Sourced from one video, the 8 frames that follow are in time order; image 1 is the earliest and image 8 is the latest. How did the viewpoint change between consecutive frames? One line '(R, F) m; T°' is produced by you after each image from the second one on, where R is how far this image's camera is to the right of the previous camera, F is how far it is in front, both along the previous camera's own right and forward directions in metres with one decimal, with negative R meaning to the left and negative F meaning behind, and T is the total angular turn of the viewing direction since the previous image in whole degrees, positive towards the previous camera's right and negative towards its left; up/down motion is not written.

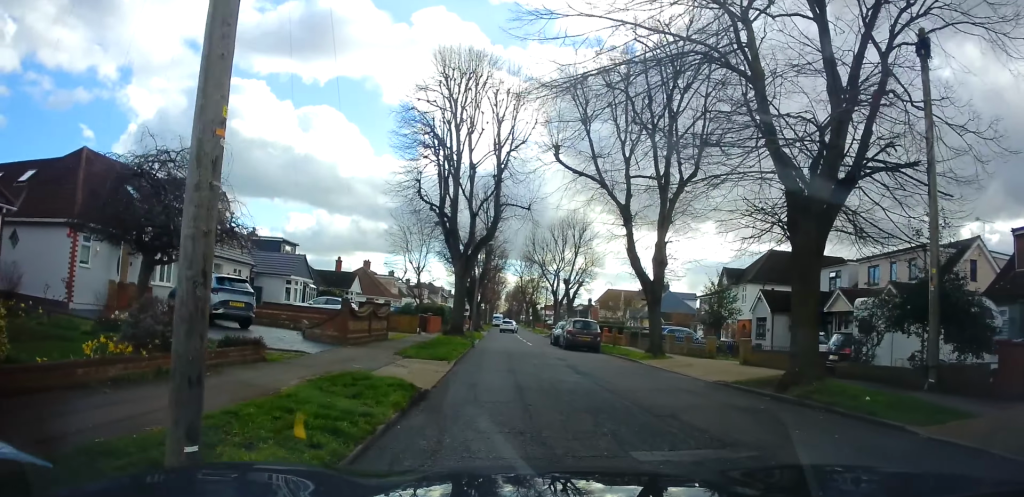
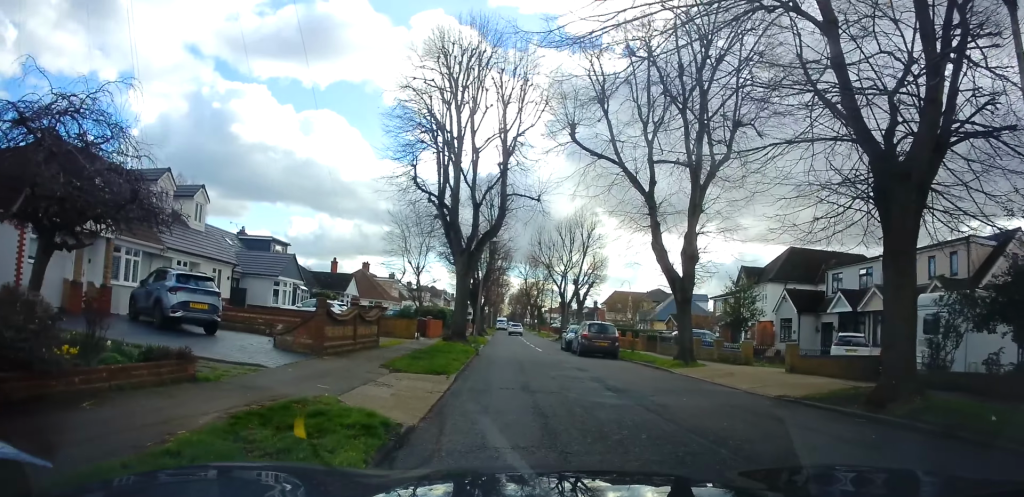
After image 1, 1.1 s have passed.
(-0.1, +3.6) m; -3°
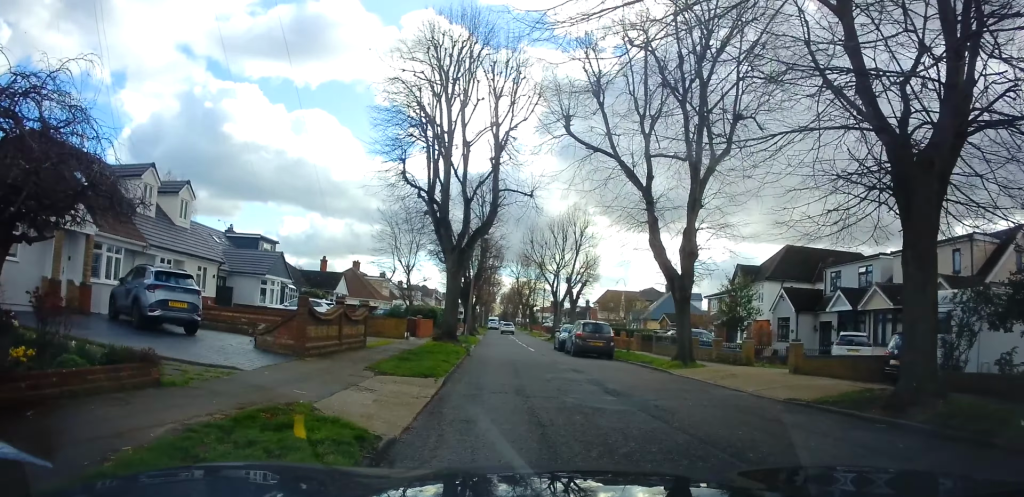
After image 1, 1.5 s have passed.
(0.0, +1.1) m; -1°
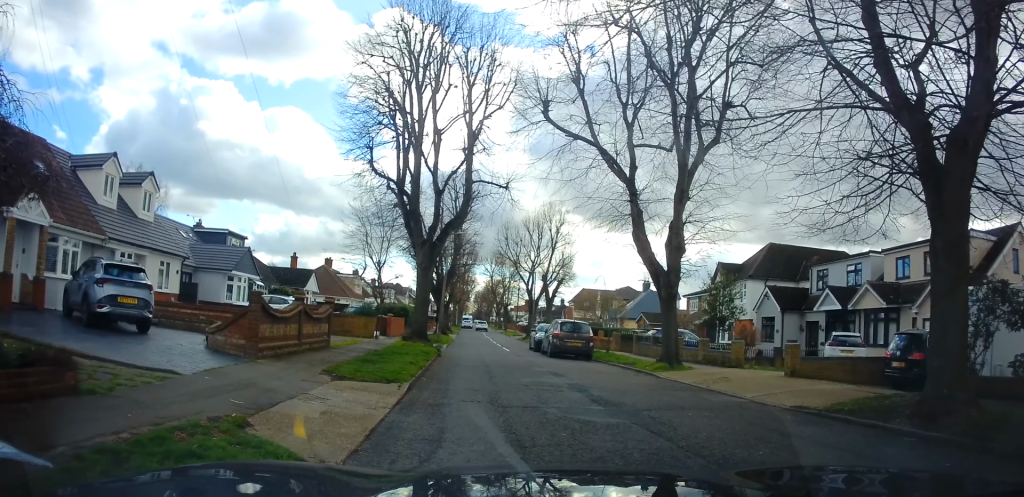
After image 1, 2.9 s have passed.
(+0.1, +1.3) m; 0°
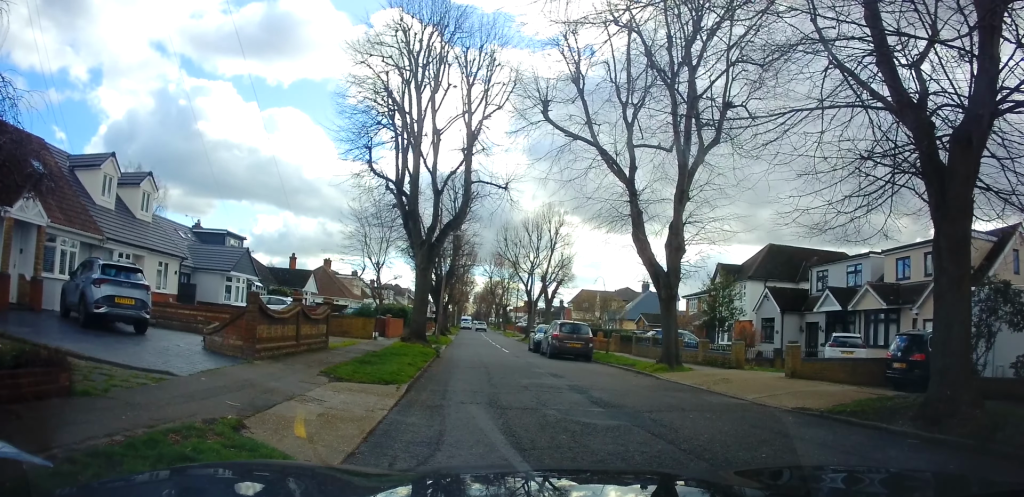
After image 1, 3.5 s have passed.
(0.0, +0.2) m; 0°
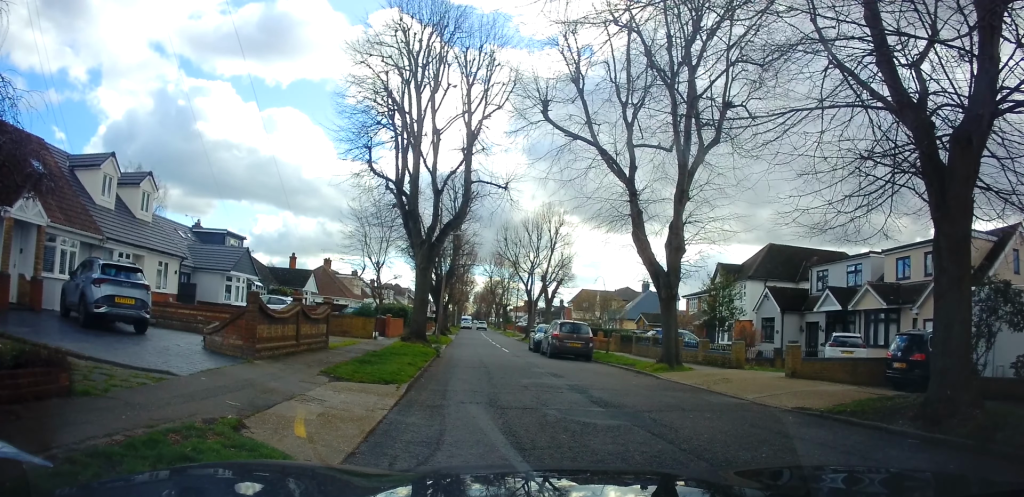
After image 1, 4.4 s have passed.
(0.0, +0.1) m; 0°
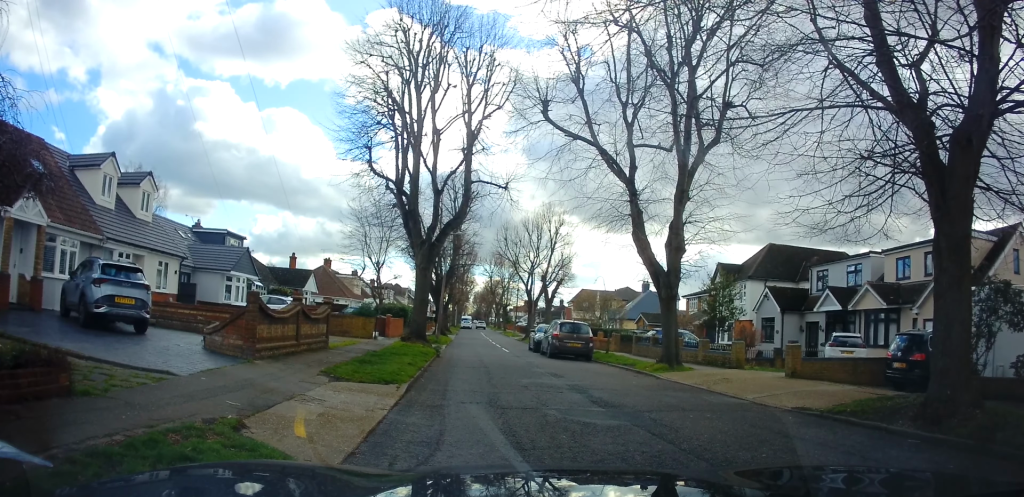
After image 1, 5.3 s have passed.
(0.0, 0.0) m; 0°
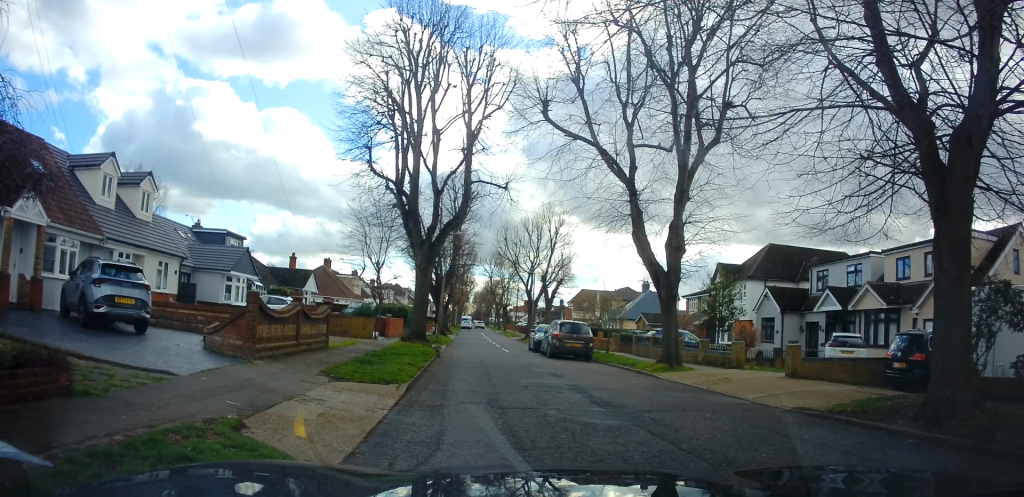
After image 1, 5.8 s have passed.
(0.0, 0.0) m; 0°
